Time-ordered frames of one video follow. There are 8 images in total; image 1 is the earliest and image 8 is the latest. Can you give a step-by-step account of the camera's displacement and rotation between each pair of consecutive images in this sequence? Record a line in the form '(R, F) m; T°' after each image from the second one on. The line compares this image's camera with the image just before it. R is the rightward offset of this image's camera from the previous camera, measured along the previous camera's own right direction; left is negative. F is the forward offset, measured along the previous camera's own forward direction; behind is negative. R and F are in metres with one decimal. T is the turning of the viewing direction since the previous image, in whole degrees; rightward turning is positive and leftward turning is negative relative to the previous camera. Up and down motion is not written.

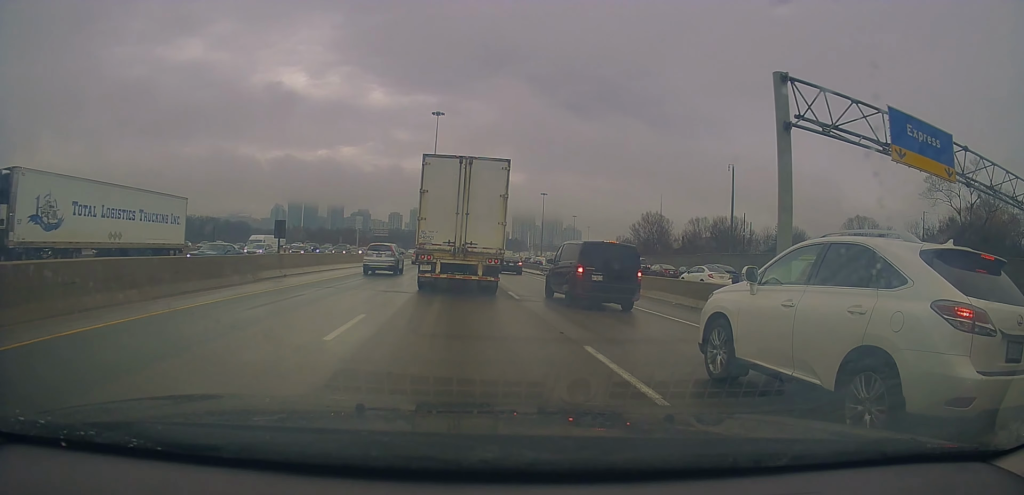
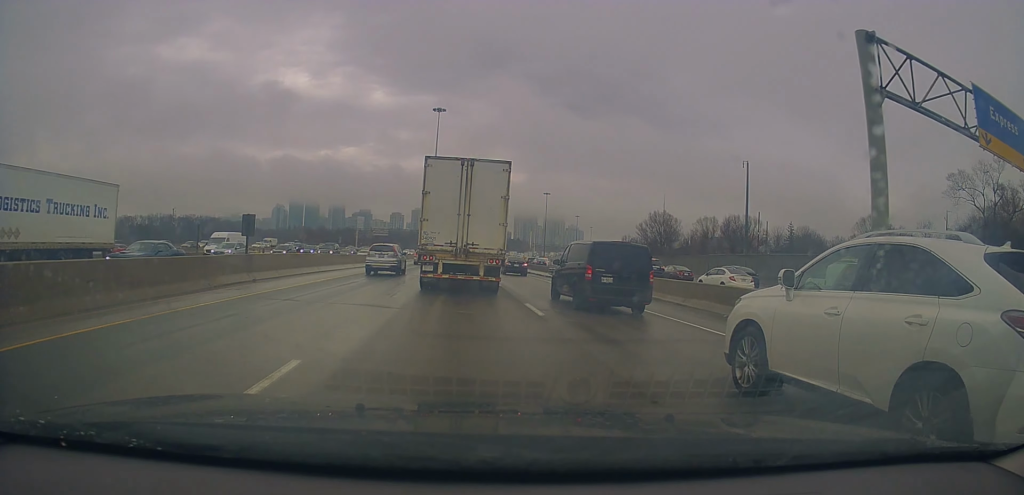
(0.0, +4.8) m; -1°
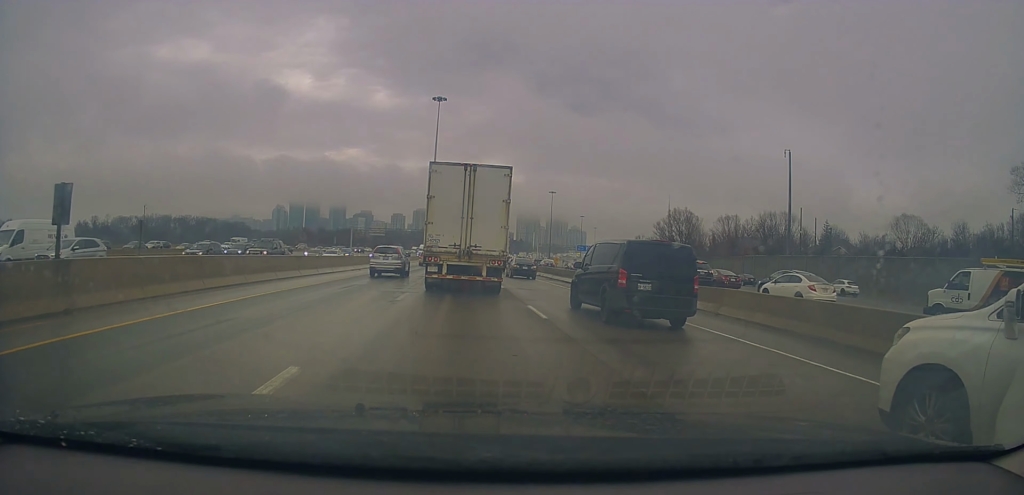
(-0.3, +12.6) m; -1°
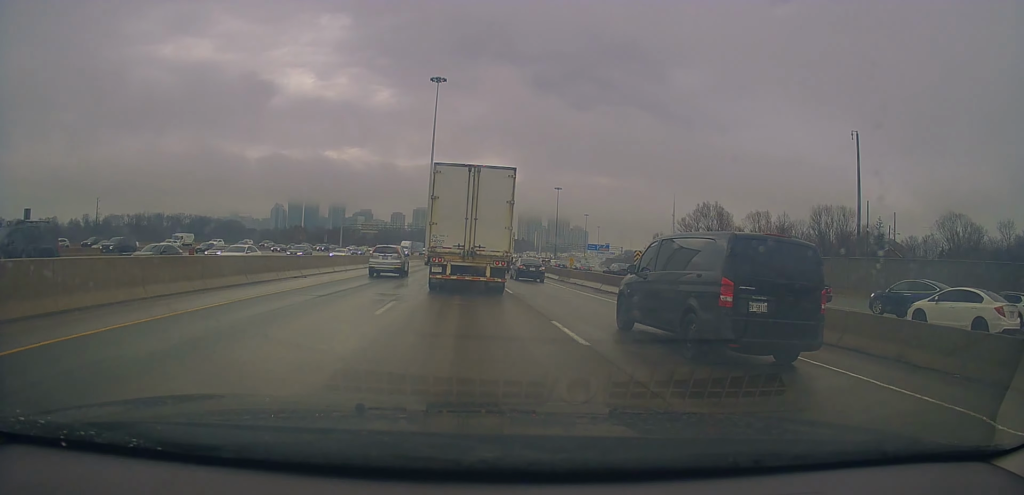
(+0.4, +15.5) m; +2°
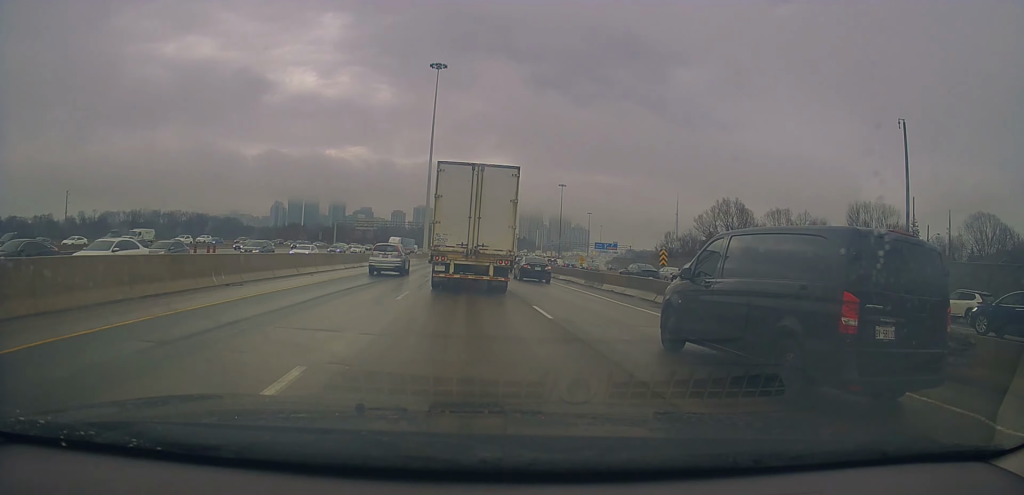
(0.0, +8.6) m; -1°
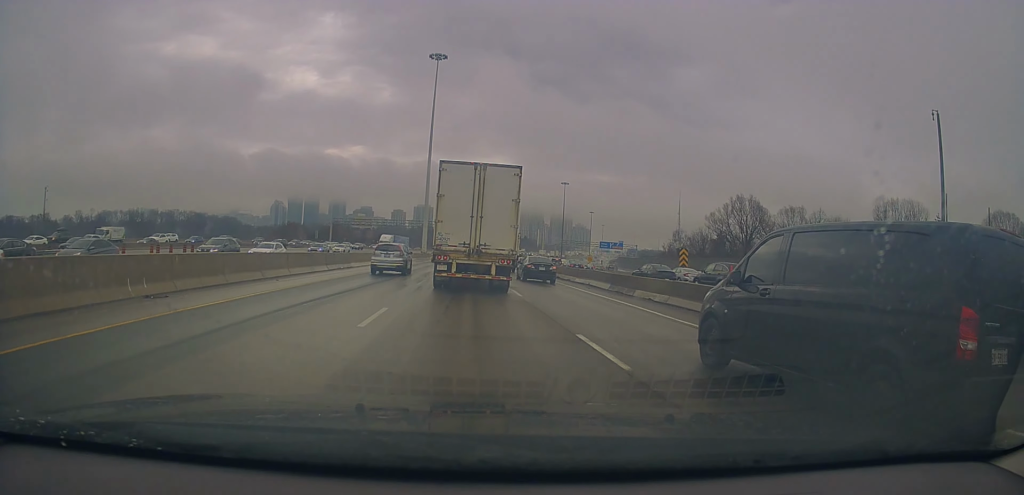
(+0.1, +5.9) m; -2°
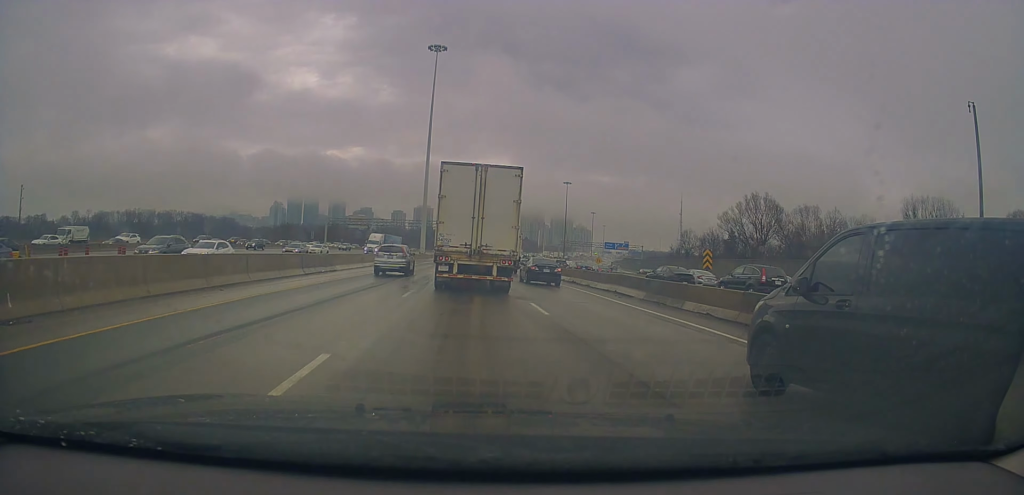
(-0.1, +5.7) m; 0°
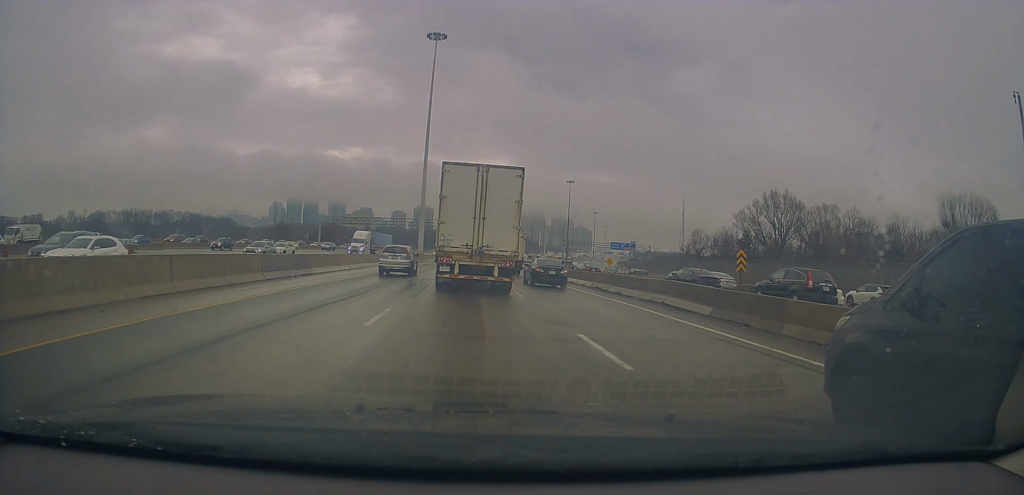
(-0.4, +6.2) m; +1°
